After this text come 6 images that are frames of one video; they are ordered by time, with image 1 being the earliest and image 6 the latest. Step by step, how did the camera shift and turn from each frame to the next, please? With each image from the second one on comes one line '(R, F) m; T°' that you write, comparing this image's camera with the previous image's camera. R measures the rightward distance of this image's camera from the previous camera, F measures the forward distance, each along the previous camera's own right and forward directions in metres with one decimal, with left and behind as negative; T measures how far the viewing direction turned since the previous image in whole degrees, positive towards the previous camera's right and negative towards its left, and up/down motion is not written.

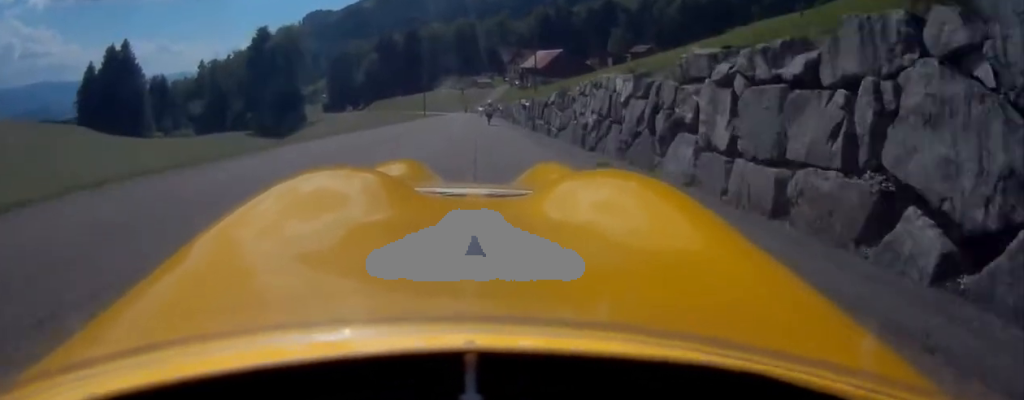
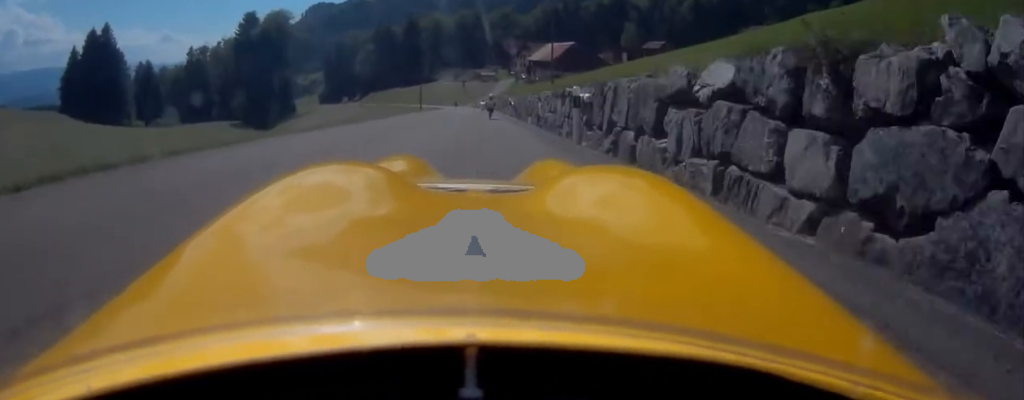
(0.0, +11.7) m; 0°
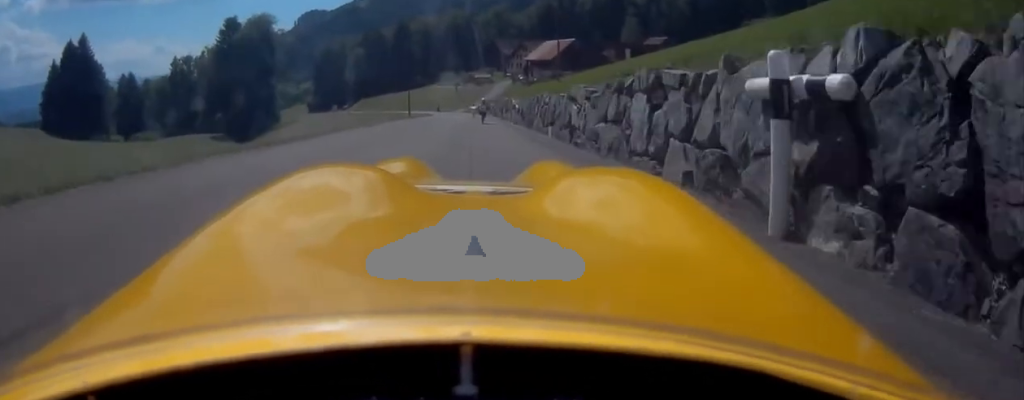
(0.0, +8.3) m; +1°
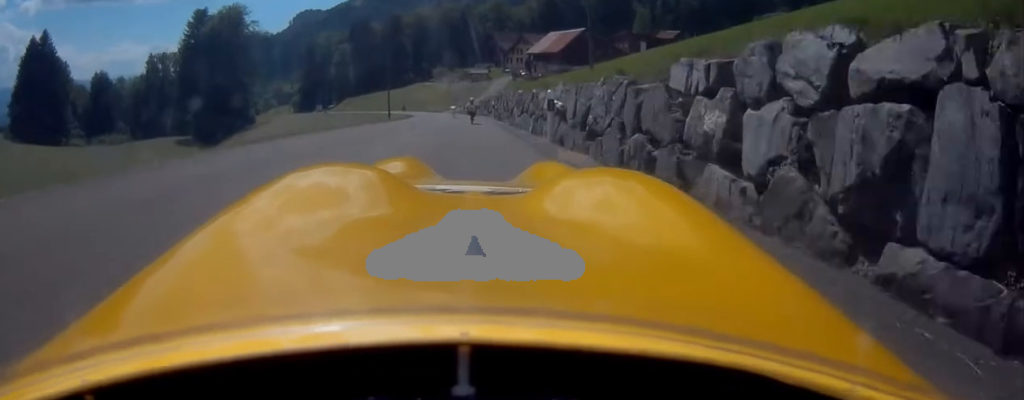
(+0.2, +15.1) m; +1°
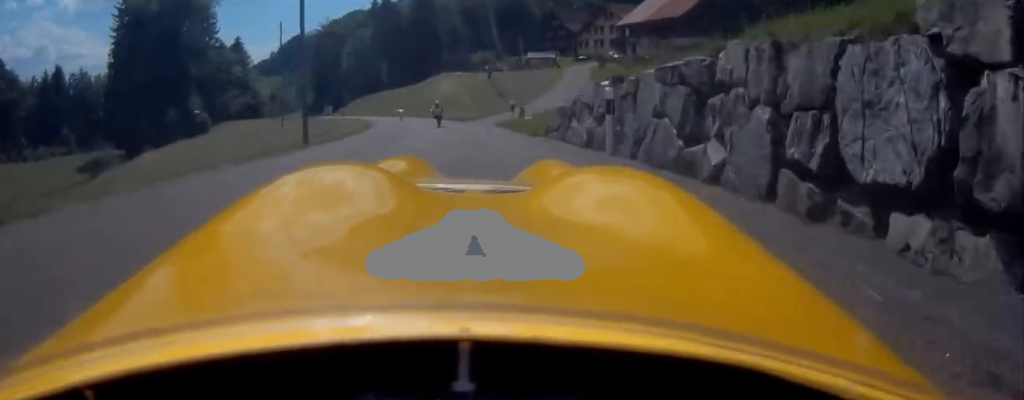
(-0.6, +43.5) m; -3°
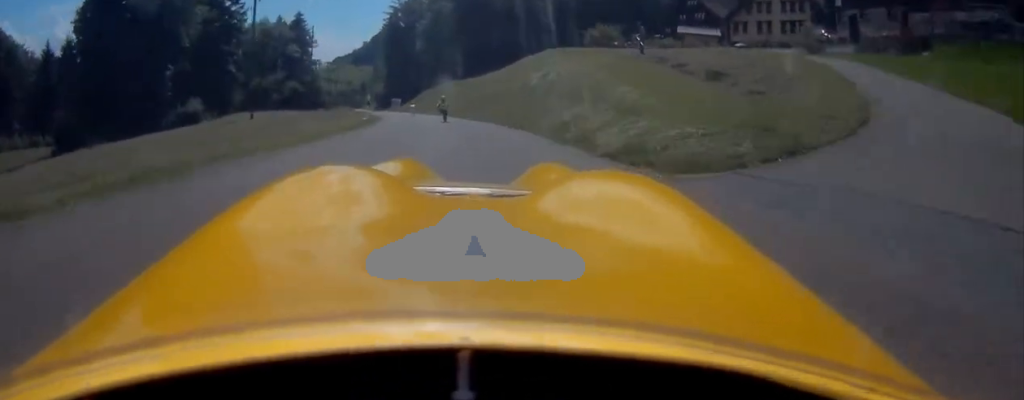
(-2.6, +27.8) m; -11°
